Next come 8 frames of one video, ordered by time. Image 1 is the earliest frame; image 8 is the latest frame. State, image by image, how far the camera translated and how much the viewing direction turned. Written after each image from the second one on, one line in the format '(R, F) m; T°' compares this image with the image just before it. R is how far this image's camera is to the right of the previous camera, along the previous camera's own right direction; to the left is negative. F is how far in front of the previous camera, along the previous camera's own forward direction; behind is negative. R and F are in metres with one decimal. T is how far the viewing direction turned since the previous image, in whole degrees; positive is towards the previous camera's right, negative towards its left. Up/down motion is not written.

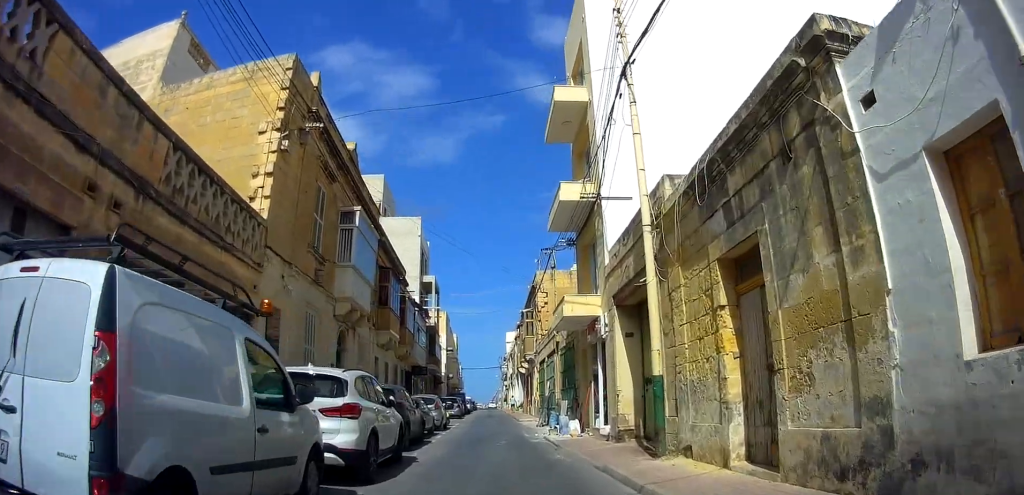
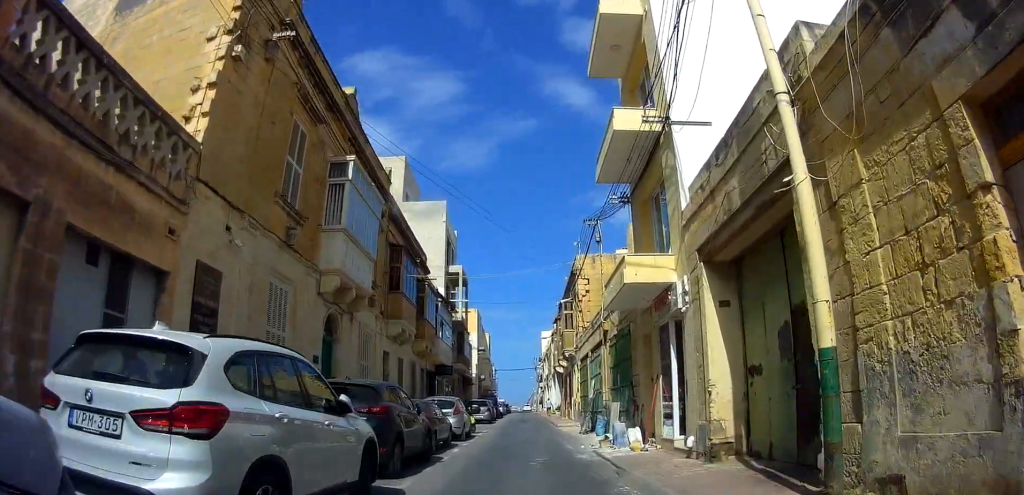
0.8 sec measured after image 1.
(-0.3, +4.3) m; 0°
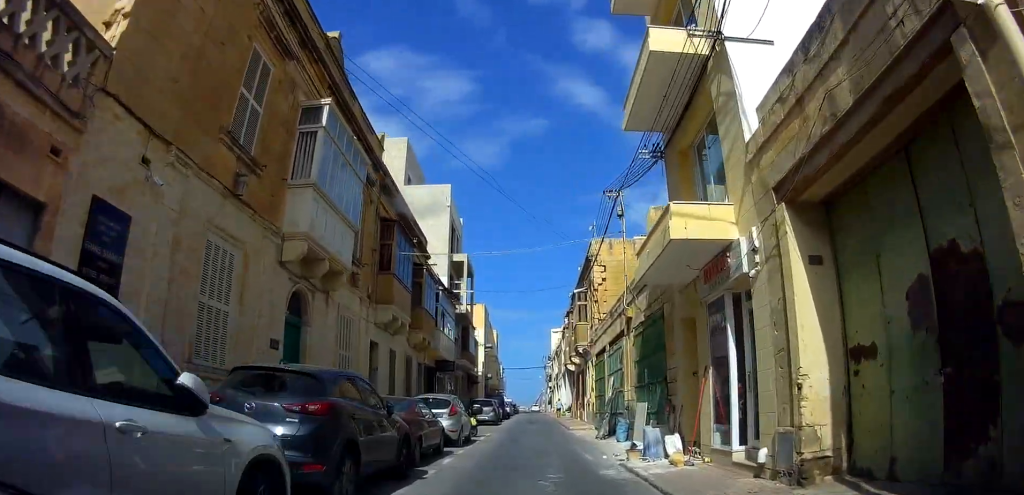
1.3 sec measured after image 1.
(-0.1, +2.7) m; 0°
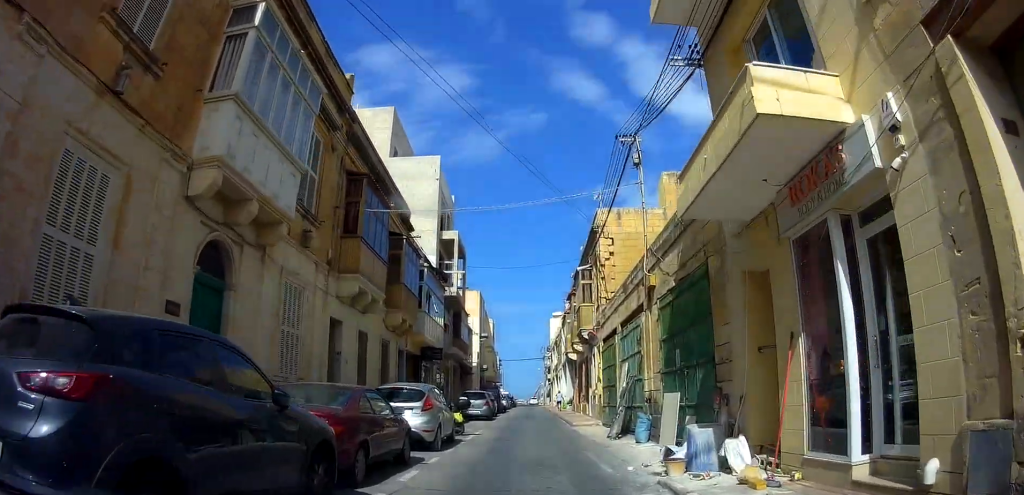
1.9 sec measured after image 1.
(+0.4, +3.2) m; 0°
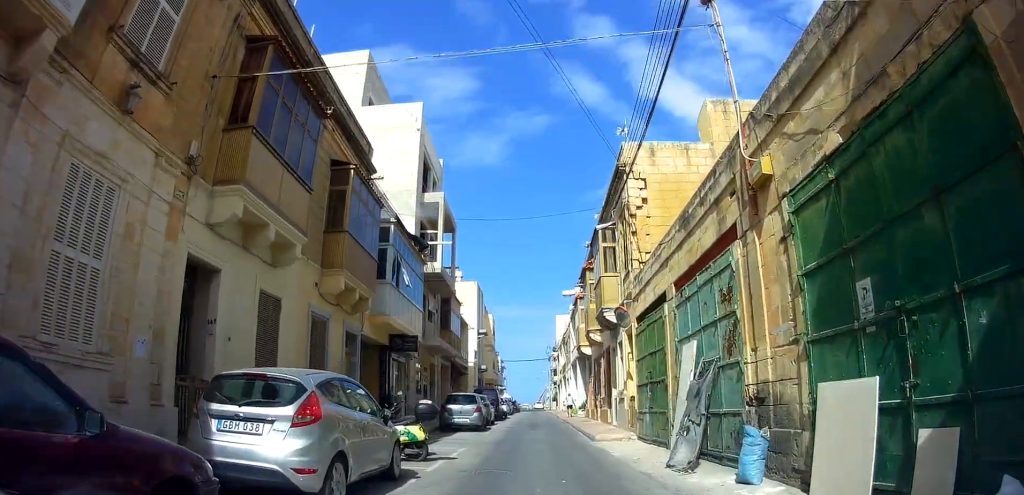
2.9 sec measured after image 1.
(-0.3, +5.9) m; 0°
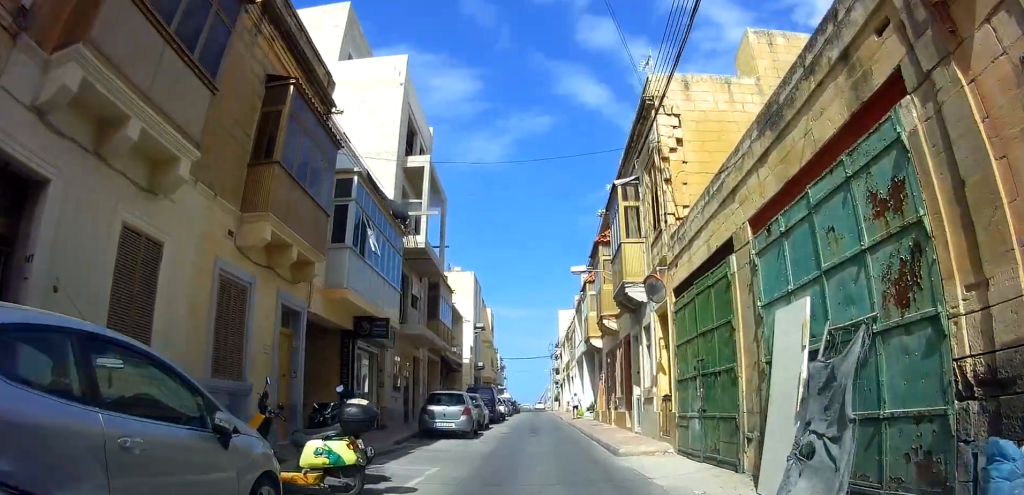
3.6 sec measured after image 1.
(+0.1, +3.8) m; 0°
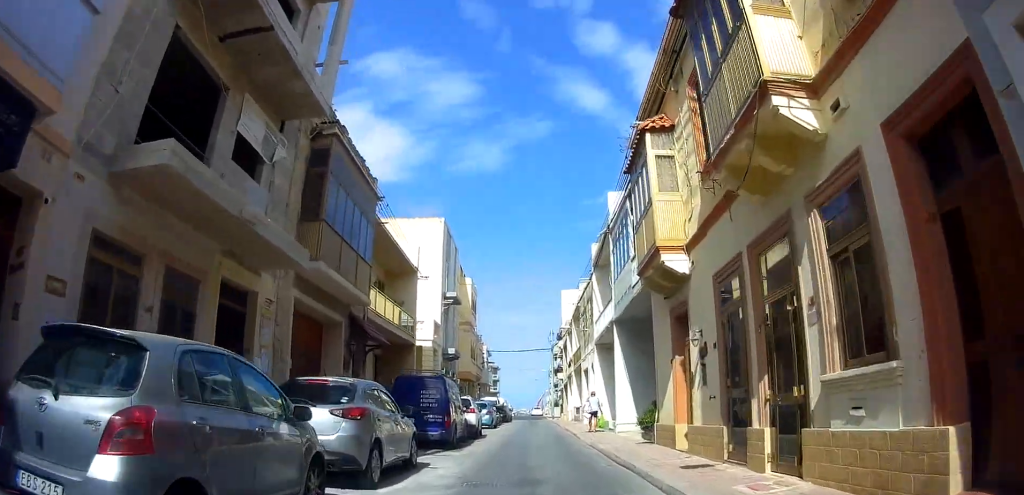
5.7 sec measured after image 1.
(0.0, +13.7) m; +3°
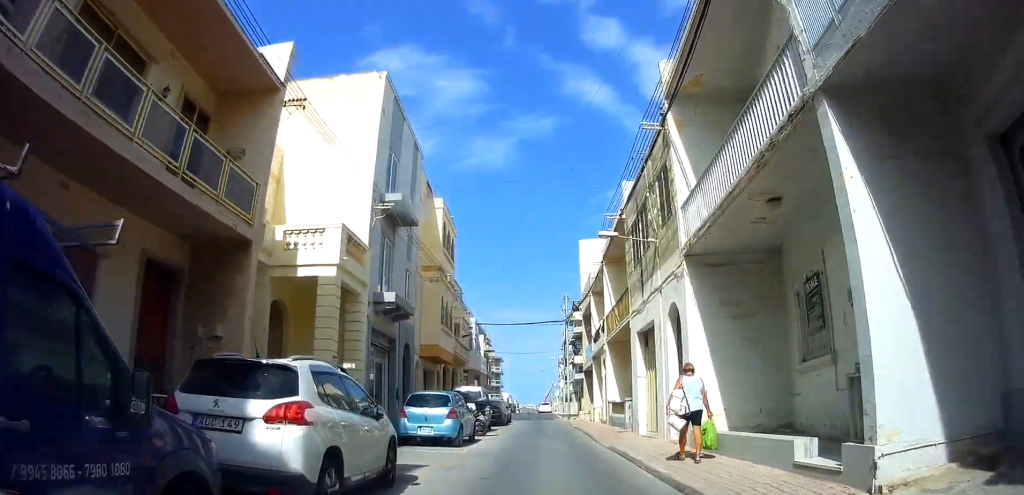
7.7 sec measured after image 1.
(+0.5, +14.5) m; -2°
